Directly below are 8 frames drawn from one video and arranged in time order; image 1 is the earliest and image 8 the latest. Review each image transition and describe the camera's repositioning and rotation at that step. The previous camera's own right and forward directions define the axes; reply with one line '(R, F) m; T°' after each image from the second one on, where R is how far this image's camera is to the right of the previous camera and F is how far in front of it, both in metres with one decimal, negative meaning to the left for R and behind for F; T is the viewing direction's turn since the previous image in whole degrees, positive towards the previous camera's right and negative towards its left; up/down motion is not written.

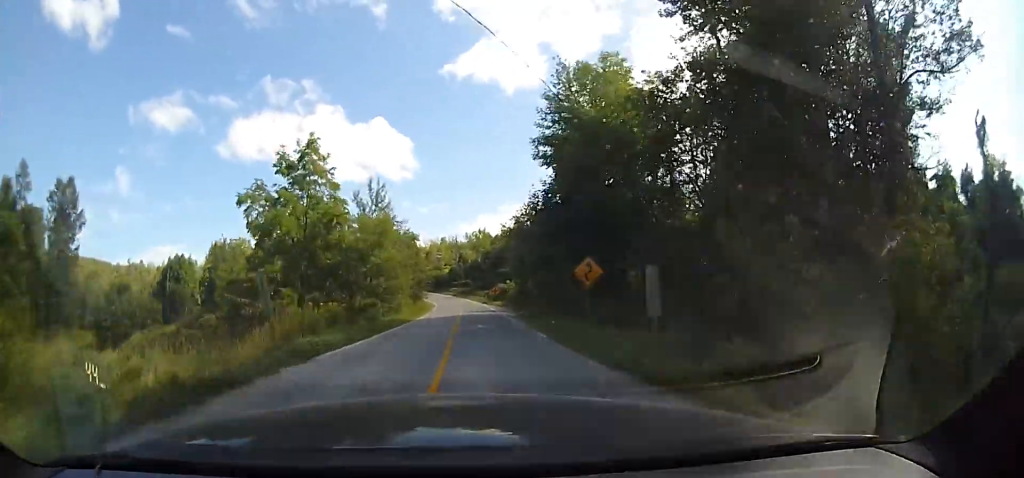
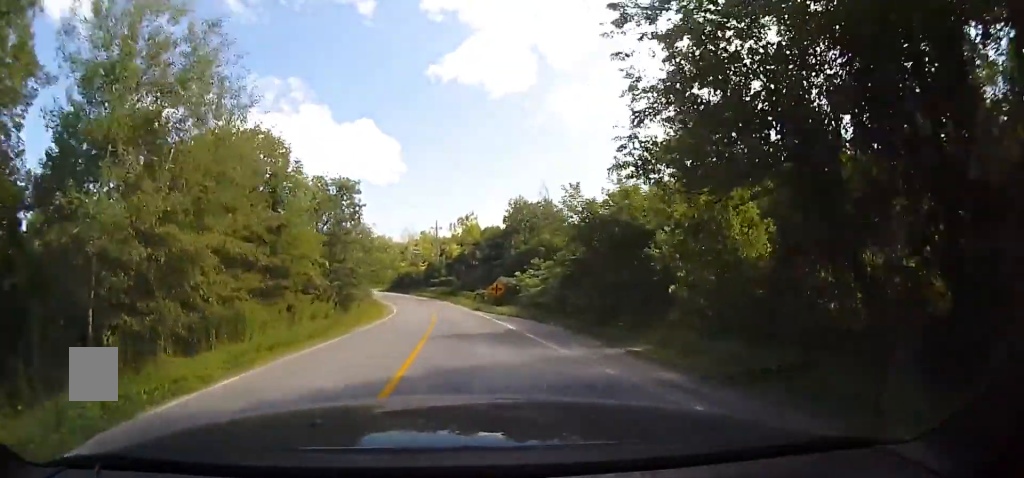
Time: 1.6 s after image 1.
(-1.3, +13.8) m; -14°
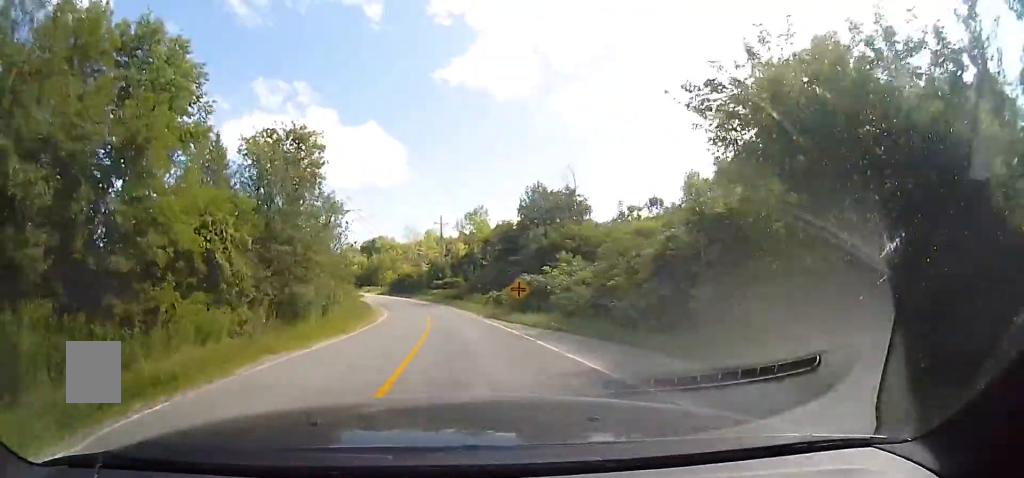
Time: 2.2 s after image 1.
(-0.4, +5.9) m; -6°
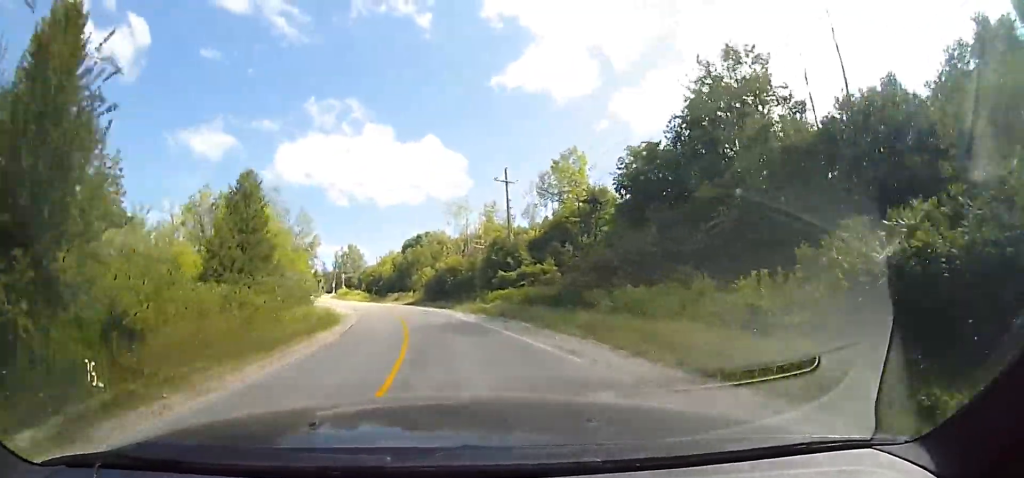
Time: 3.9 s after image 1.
(-2.9, +20.5) m; -11°
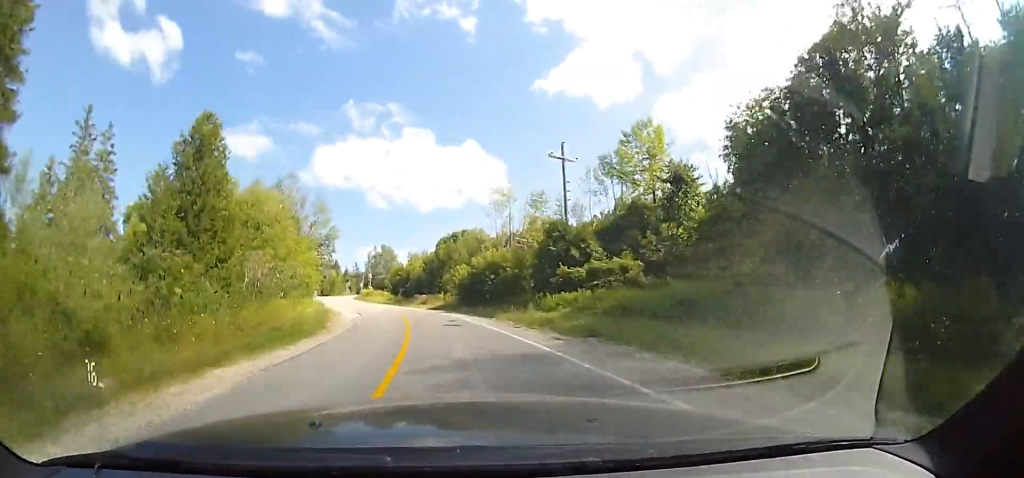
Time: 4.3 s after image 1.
(0.0, +8.1) m; 0°
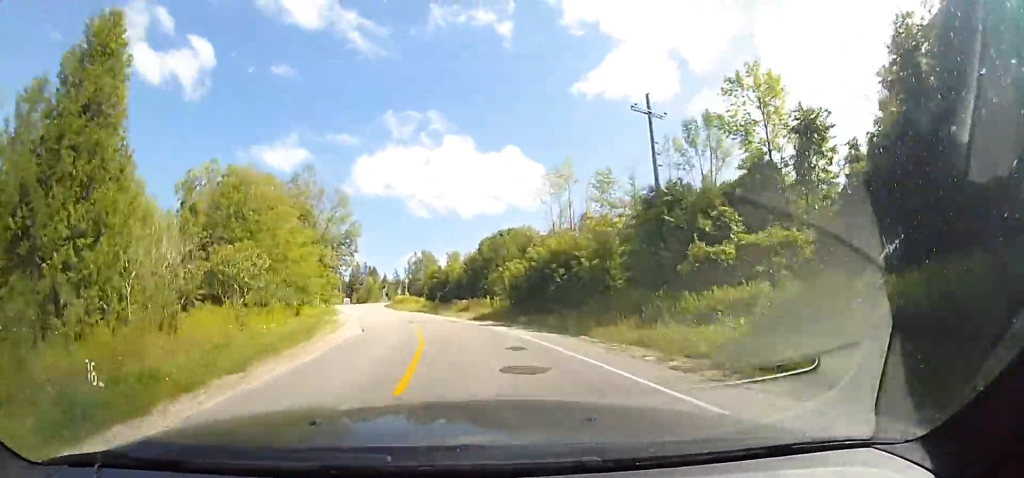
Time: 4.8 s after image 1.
(0.0, +8.6) m; 0°
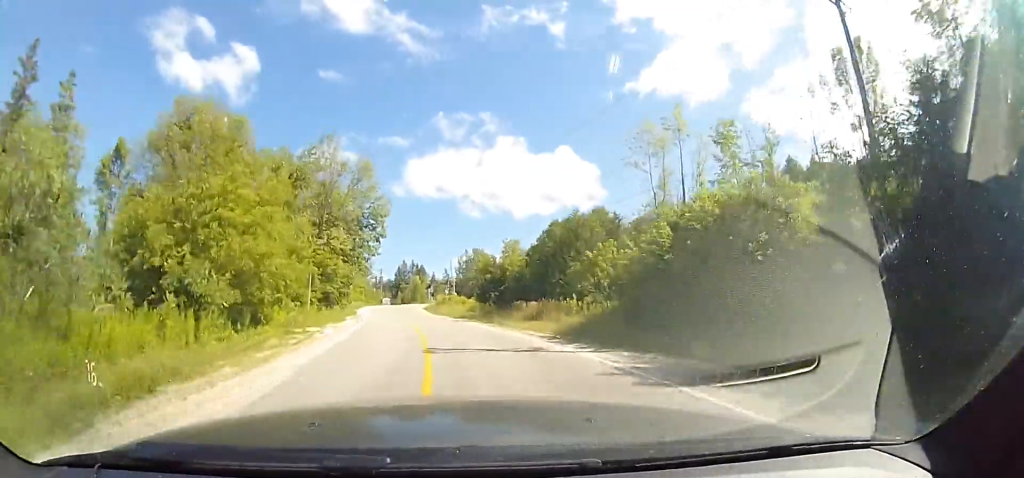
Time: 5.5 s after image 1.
(0.0, +13.7) m; -2°
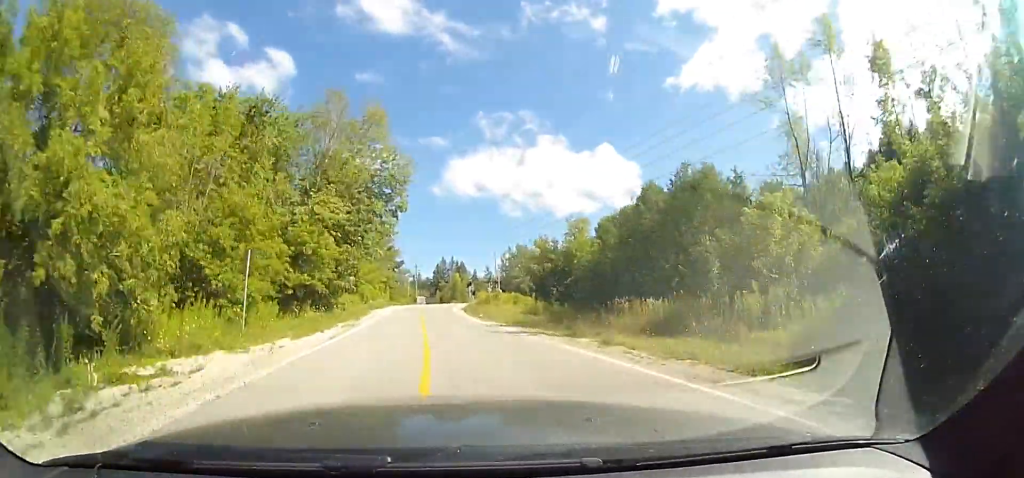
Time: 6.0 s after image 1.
(0.0, +12.9) m; -2°
